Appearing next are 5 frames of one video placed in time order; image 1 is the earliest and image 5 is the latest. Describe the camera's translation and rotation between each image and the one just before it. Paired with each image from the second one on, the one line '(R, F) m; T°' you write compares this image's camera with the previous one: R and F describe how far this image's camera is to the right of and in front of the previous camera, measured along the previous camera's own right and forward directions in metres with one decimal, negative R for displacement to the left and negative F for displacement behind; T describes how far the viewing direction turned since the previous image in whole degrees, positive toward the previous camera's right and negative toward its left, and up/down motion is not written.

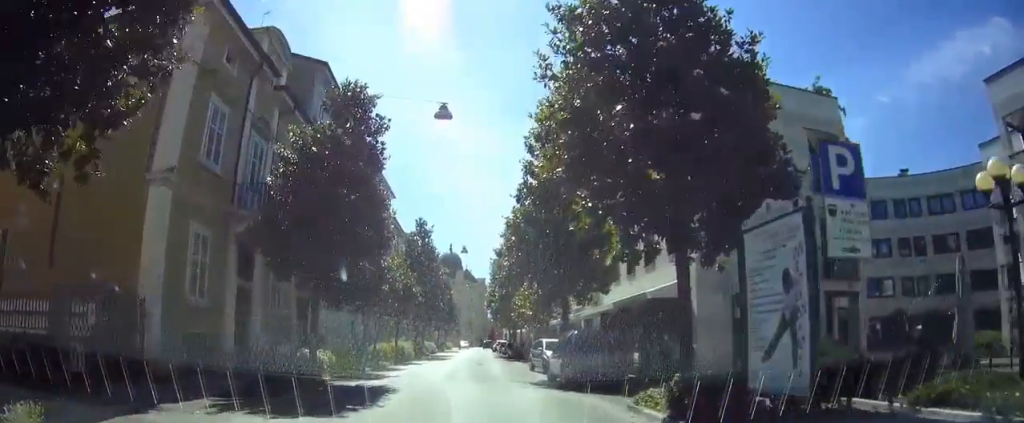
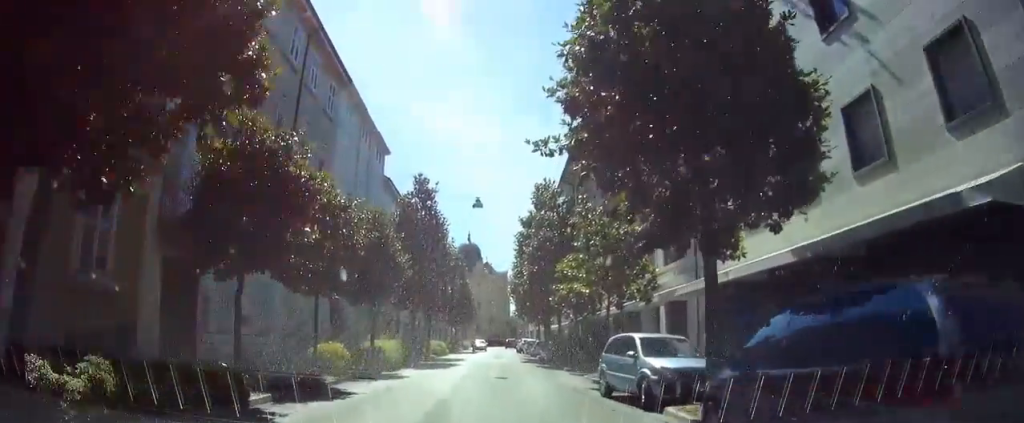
(-0.6, +12.2) m; -5°
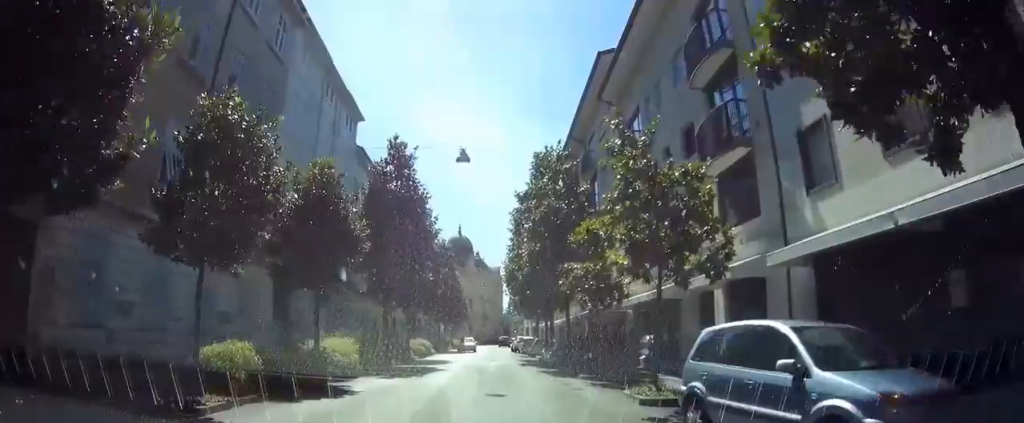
(-0.1, +6.5) m; -2°
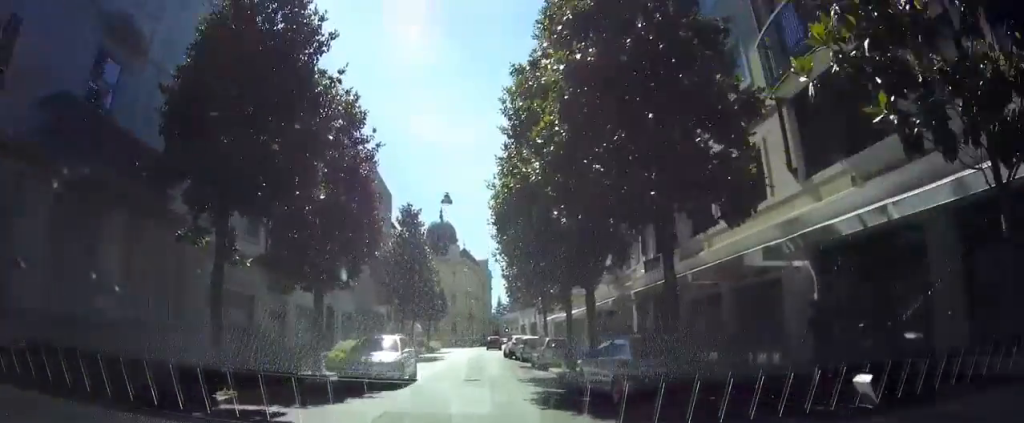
(-0.5, +14.7) m; -2°
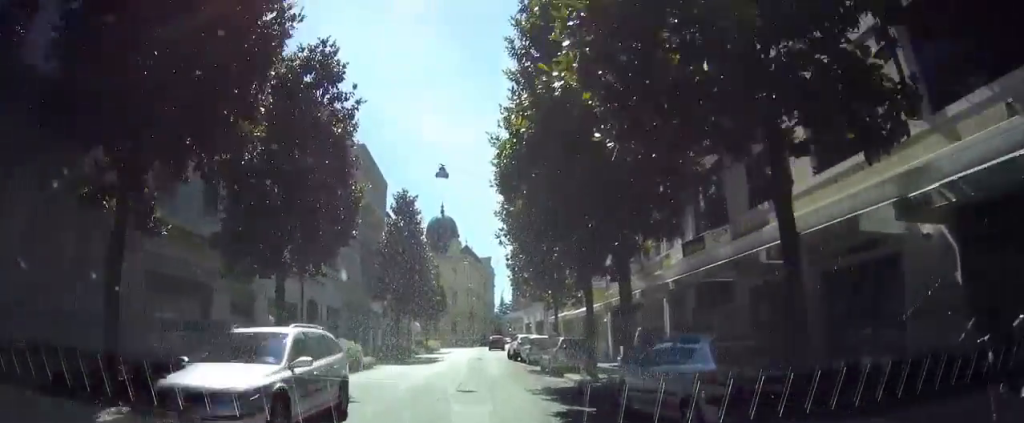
(0.0, +3.3) m; 0°
